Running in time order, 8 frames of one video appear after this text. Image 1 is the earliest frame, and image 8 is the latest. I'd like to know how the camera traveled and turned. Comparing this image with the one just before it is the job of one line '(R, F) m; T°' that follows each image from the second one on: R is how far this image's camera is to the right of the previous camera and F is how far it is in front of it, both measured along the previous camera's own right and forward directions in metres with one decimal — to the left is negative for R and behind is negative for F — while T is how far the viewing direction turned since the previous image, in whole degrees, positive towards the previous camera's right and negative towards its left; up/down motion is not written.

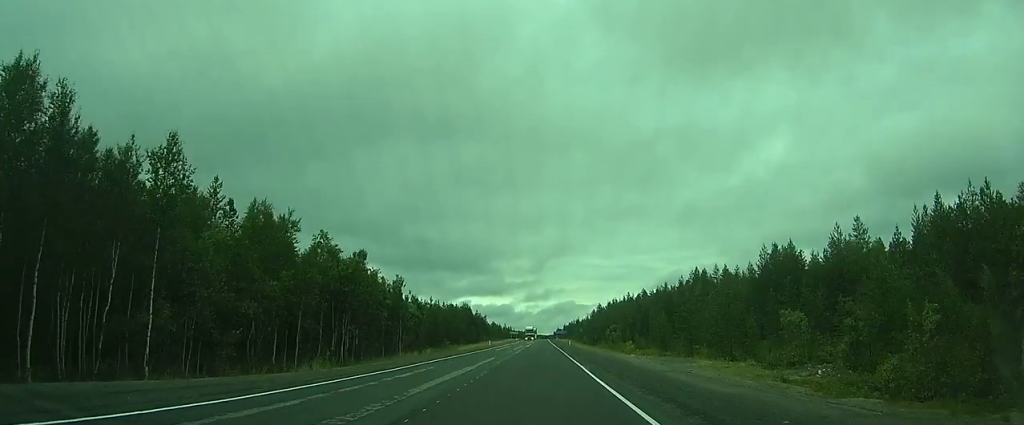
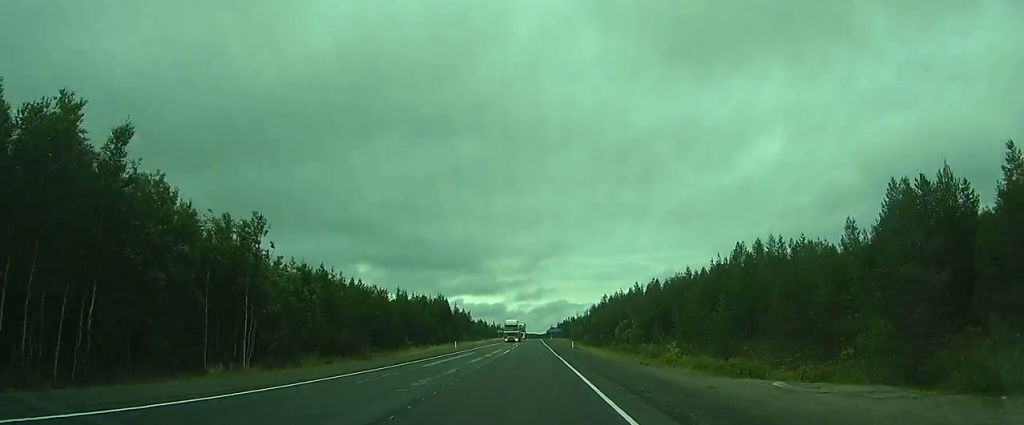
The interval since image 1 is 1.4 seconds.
(-0.1, +31.8) m; 0°
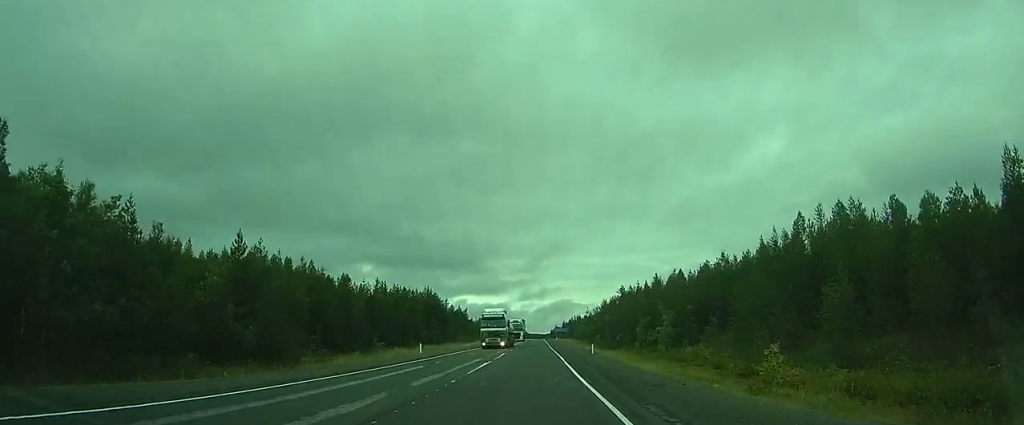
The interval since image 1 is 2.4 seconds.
(-0.1, +22.0) m; 0°
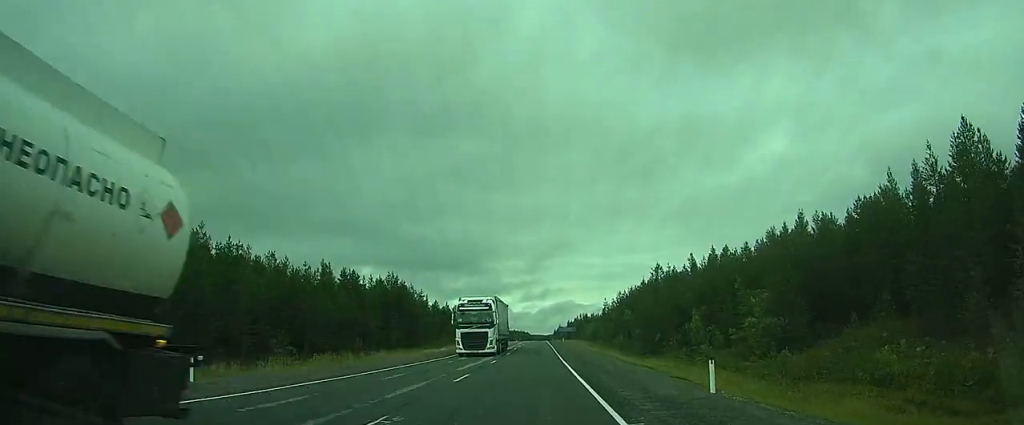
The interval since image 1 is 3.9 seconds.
(+0.3, +31.7) m; +1°
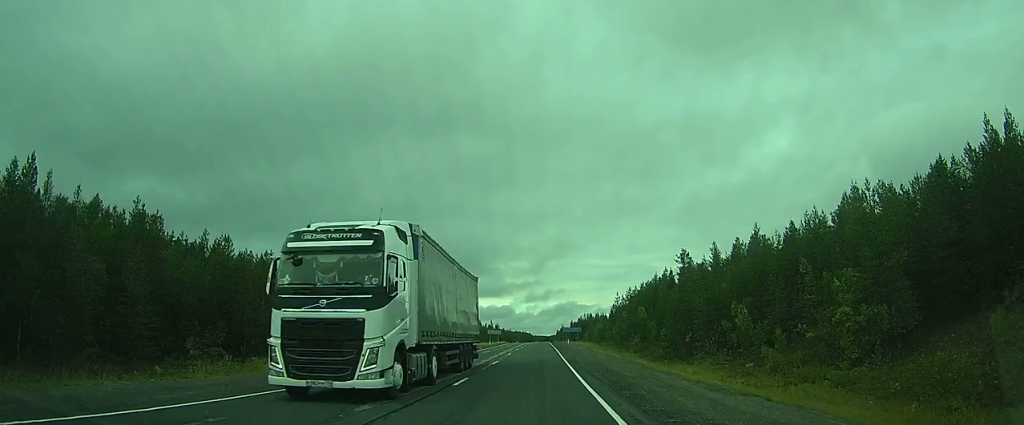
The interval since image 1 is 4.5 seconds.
(0.0, +12.8) m; 0°
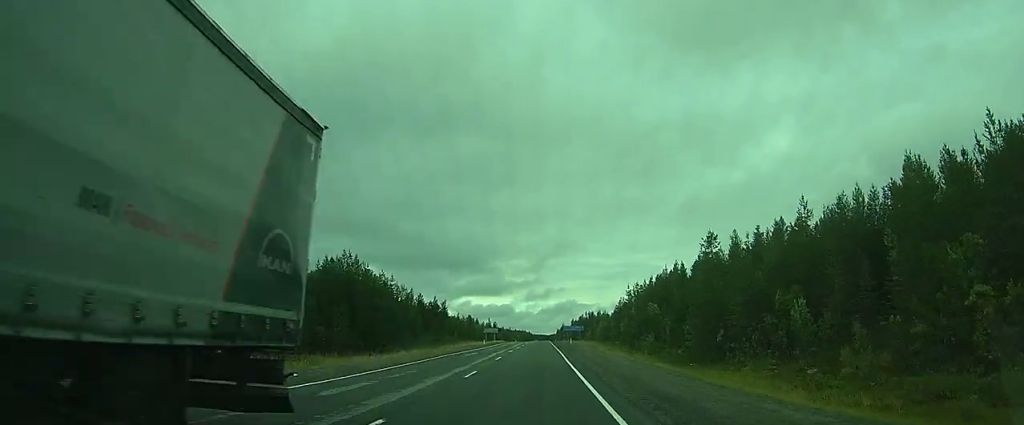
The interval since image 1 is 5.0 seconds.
(0.0, +9.9) m; 0°
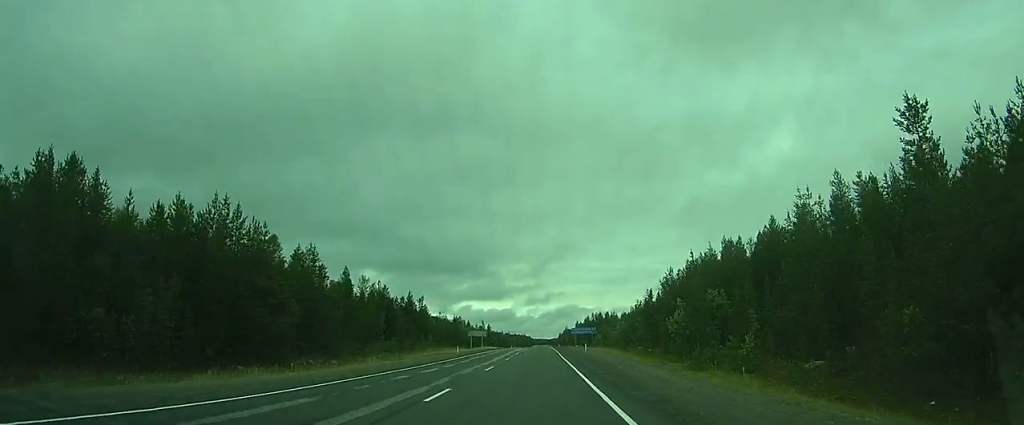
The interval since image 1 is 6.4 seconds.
(+0.3, +30.3) m; 0°
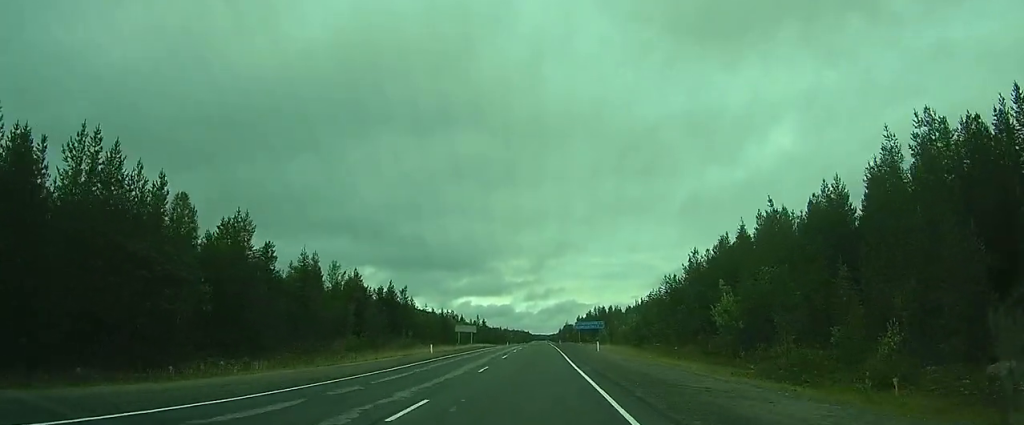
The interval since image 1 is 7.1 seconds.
(-0.1, +14.9) m; 0°
